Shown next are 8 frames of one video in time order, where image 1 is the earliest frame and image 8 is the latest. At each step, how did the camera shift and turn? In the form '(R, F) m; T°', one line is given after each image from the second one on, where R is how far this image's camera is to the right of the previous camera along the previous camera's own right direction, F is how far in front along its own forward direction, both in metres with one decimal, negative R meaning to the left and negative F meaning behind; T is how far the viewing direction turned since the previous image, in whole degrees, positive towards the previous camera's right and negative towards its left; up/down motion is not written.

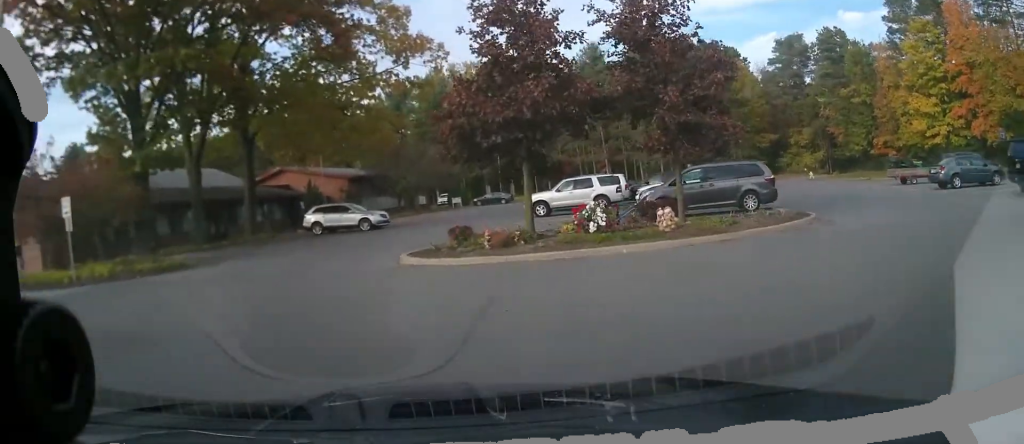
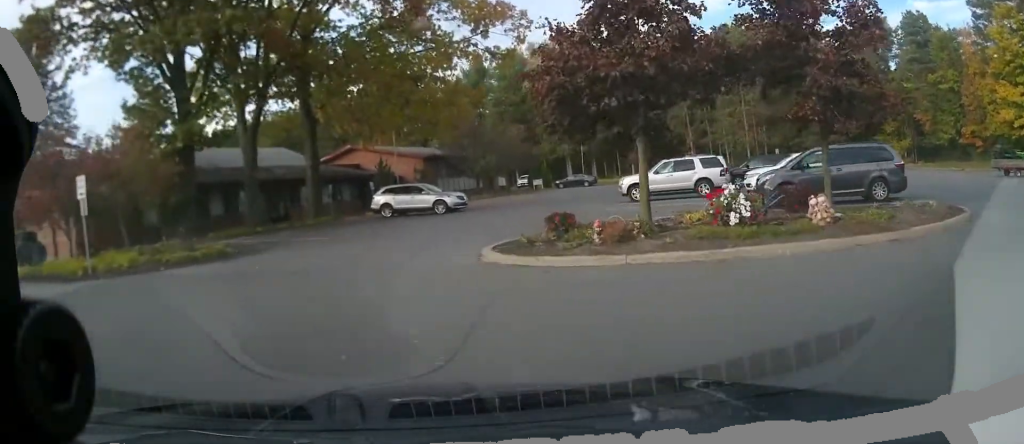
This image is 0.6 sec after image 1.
(+0.2, +3.5) m; -6°
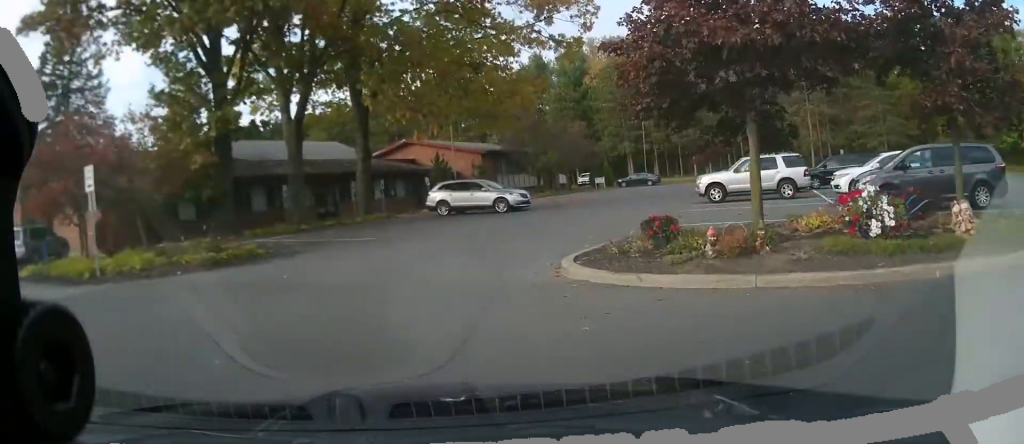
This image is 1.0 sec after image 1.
(-0.4, +2.6) m; -5°
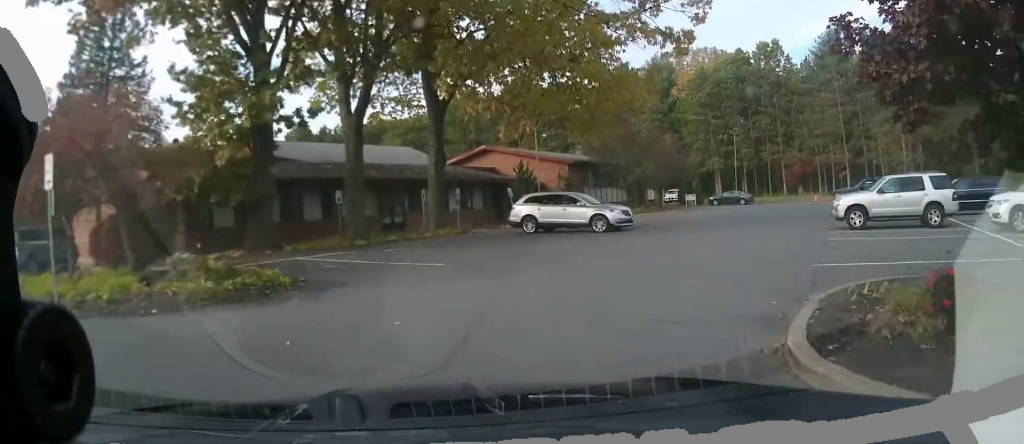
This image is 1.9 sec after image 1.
(-0.5, +5.5) m; -6°
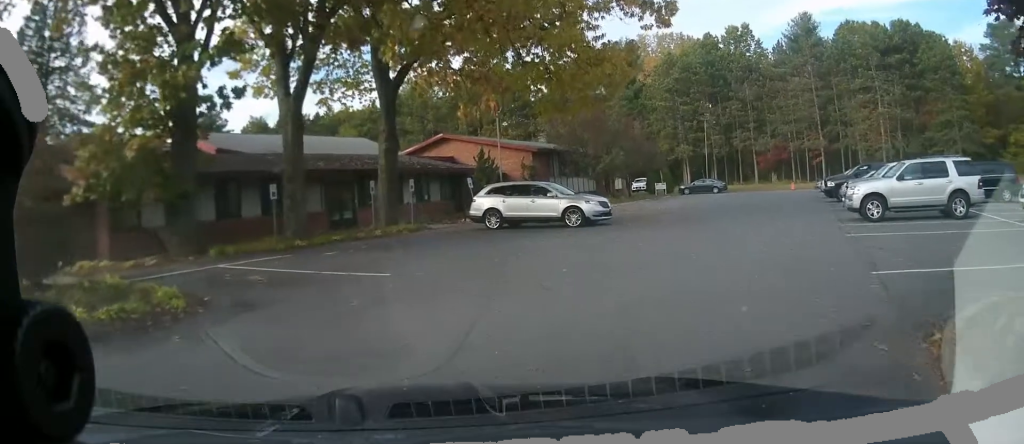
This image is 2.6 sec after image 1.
(0.0, +3.7) m; 0°
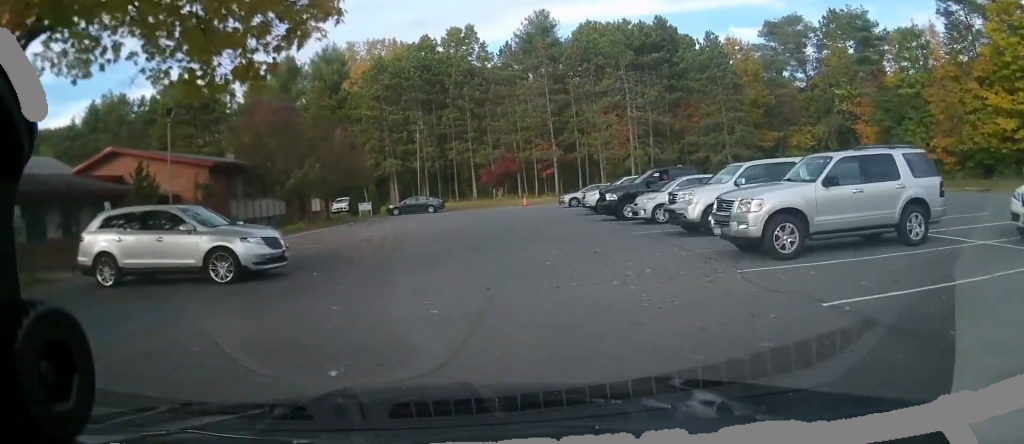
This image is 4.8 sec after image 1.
(+0.2, +10.3) m; +2°
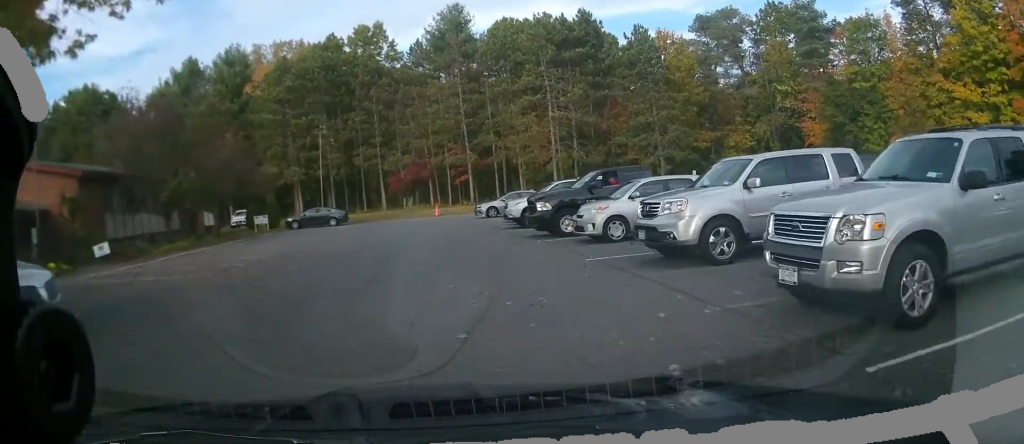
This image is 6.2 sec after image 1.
(0.0, +5.7) m; +10°
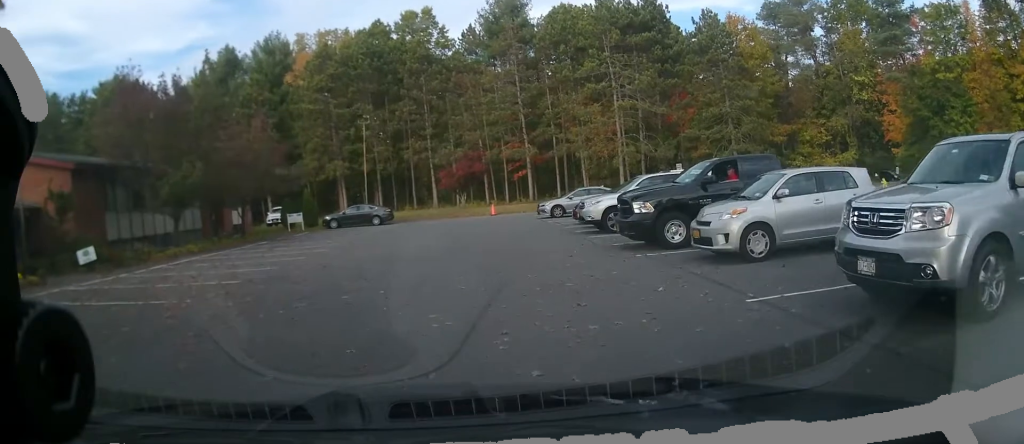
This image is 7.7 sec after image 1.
(+1.1, +5.1) m; +13°
